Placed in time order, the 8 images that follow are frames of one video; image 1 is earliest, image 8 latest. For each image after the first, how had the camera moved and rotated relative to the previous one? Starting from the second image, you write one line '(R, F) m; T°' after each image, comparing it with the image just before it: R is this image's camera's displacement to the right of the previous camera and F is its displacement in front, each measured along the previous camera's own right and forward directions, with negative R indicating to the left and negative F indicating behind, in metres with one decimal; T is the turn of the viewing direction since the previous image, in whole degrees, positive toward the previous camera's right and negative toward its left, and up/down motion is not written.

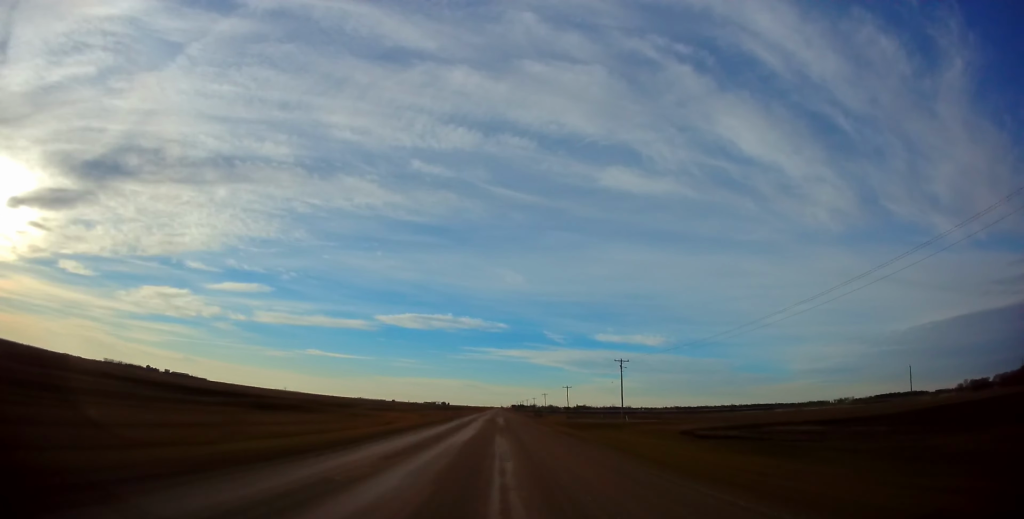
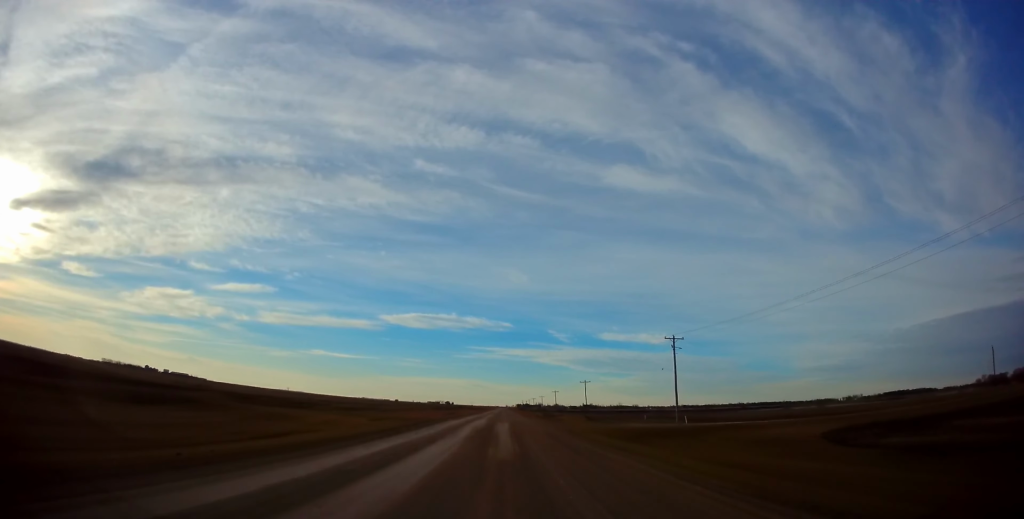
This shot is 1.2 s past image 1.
(-0.1, +26.4) m; 0°
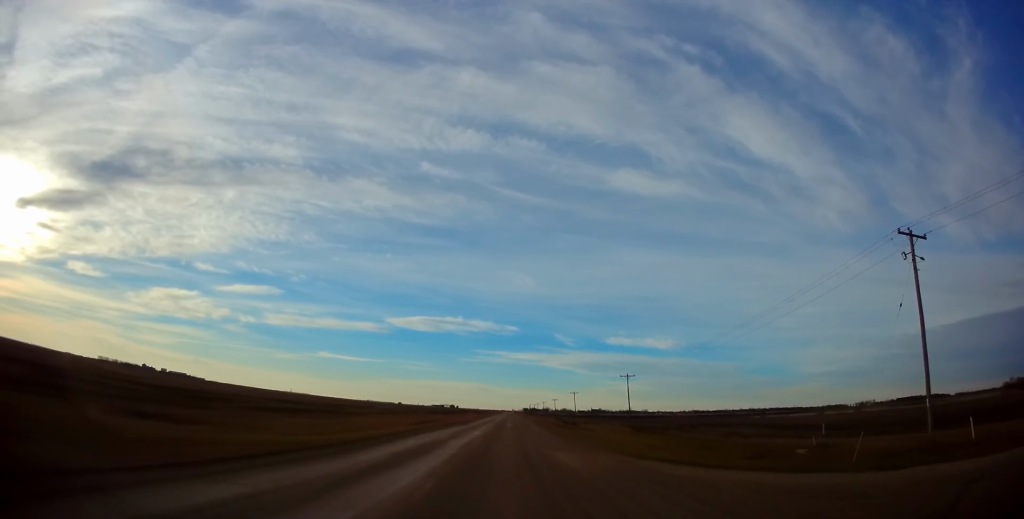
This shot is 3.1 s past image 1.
(+0.1, +38.1) m; 0°
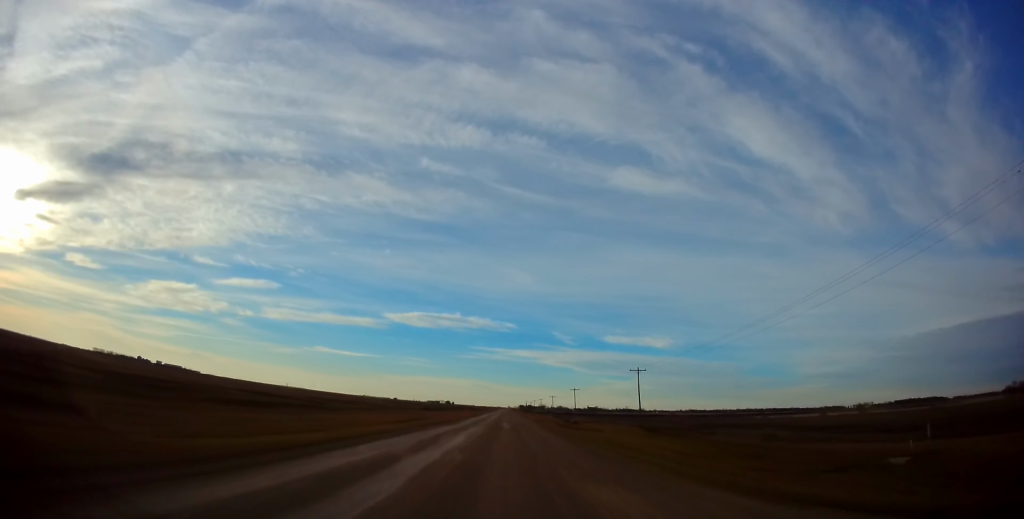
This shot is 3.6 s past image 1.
(0.0, +8.9) m; 0°
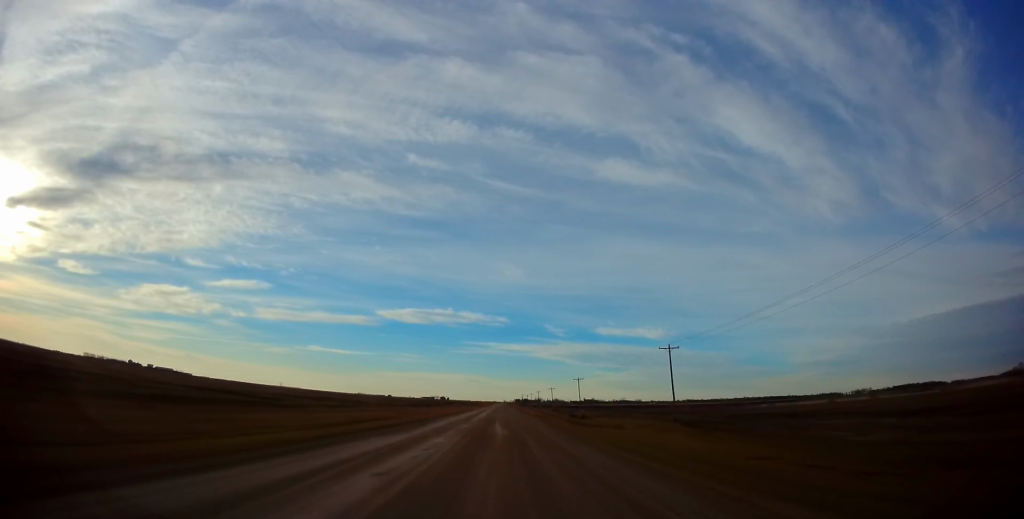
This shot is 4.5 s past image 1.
(0.0, +16.6) m; -1°
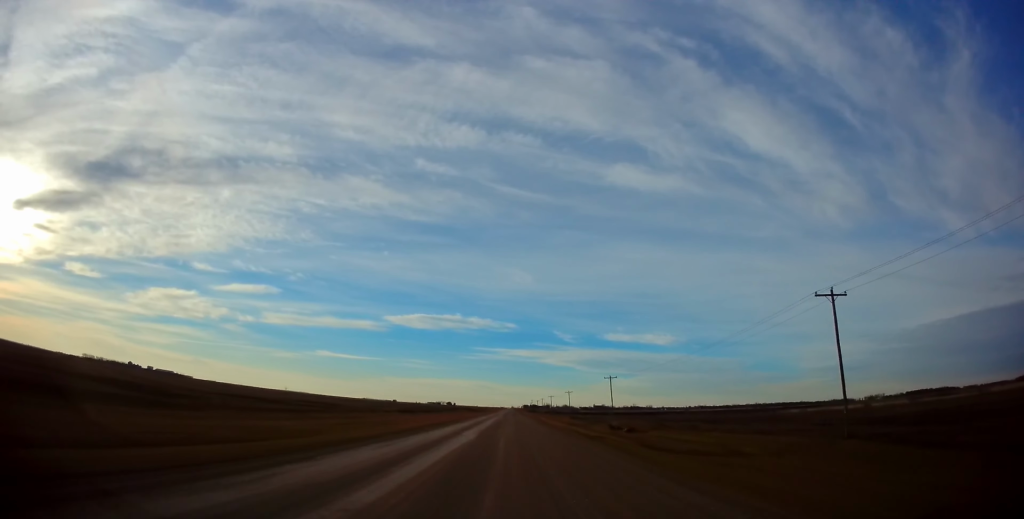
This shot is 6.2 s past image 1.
(-0.2, +29.6) m; 0°
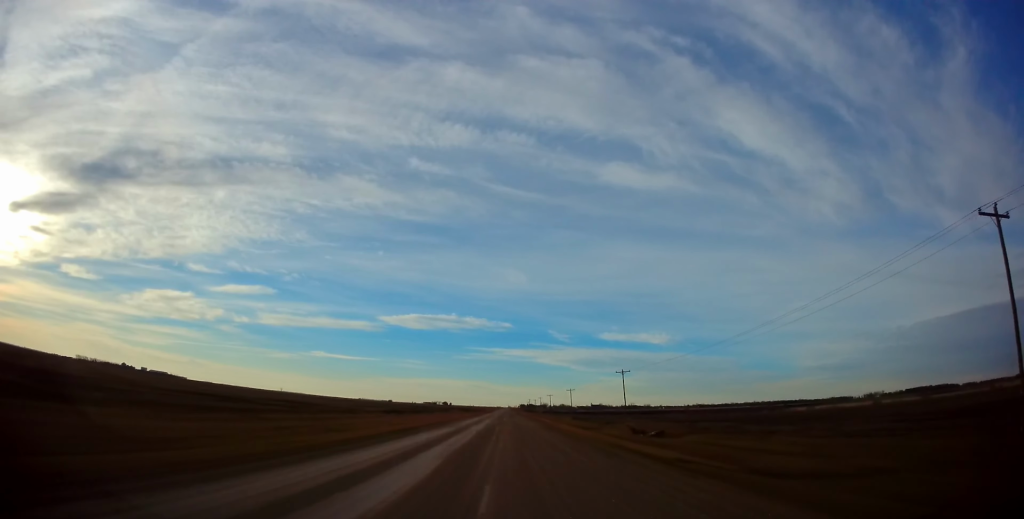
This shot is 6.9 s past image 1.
(0.0, +14.8) m; 0°
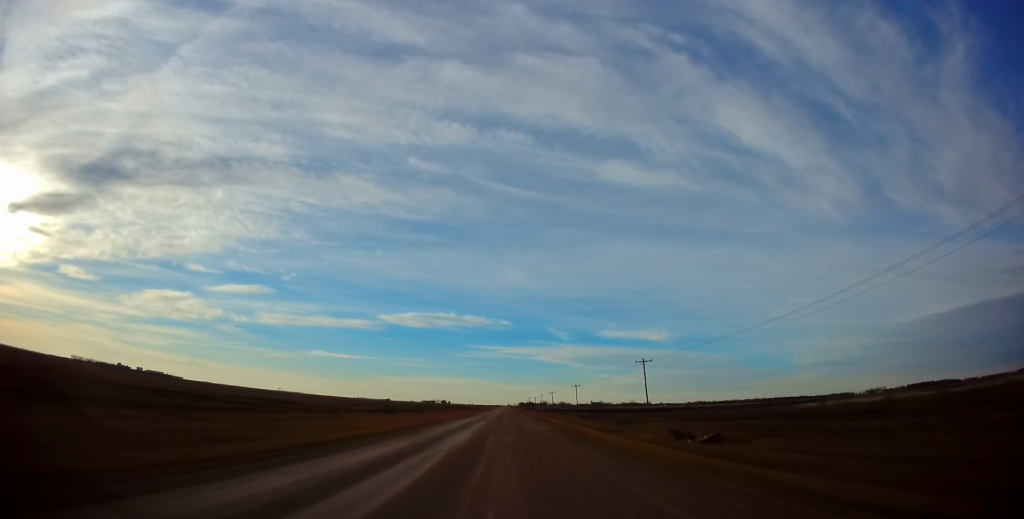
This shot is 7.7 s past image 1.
(+0.1, +16.4) m; +1°
